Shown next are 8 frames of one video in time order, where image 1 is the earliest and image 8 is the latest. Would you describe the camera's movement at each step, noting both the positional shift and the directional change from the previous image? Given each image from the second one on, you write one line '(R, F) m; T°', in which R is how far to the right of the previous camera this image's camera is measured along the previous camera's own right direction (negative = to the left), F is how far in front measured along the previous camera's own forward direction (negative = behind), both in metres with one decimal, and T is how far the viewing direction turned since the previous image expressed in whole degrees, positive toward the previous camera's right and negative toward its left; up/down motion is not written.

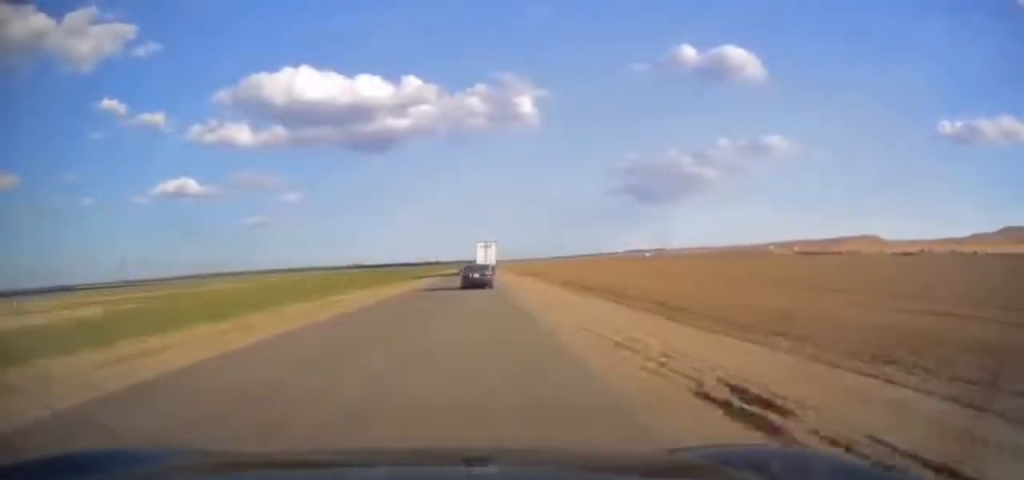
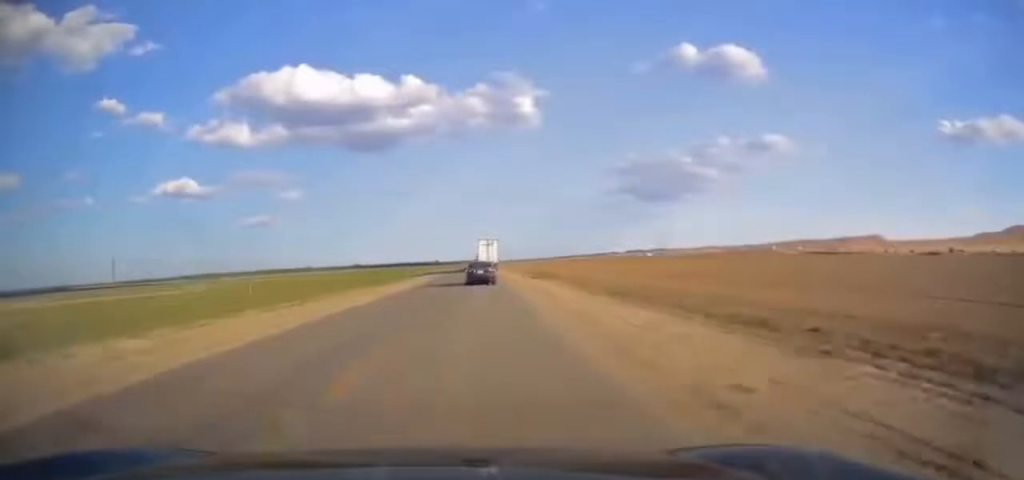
(+0.1, +24.2) m; 0°
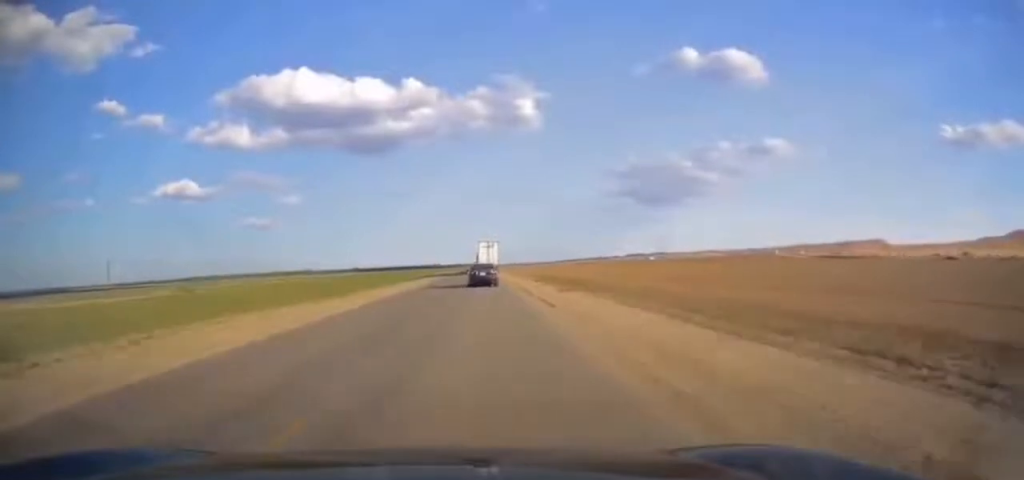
(+0.3, +13.1) m; 0°
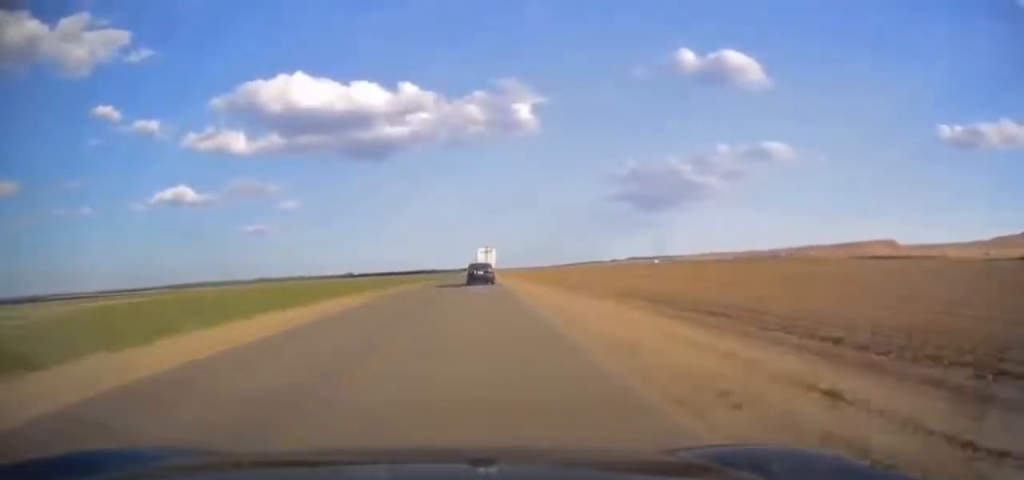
(-1.4, +62.9) m; -1°
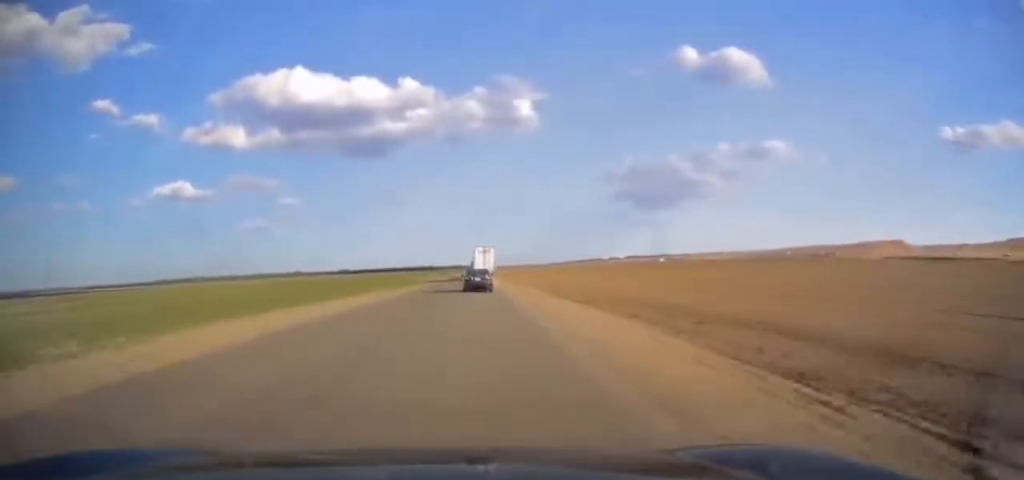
(+1.0, +47.5) m; +1°
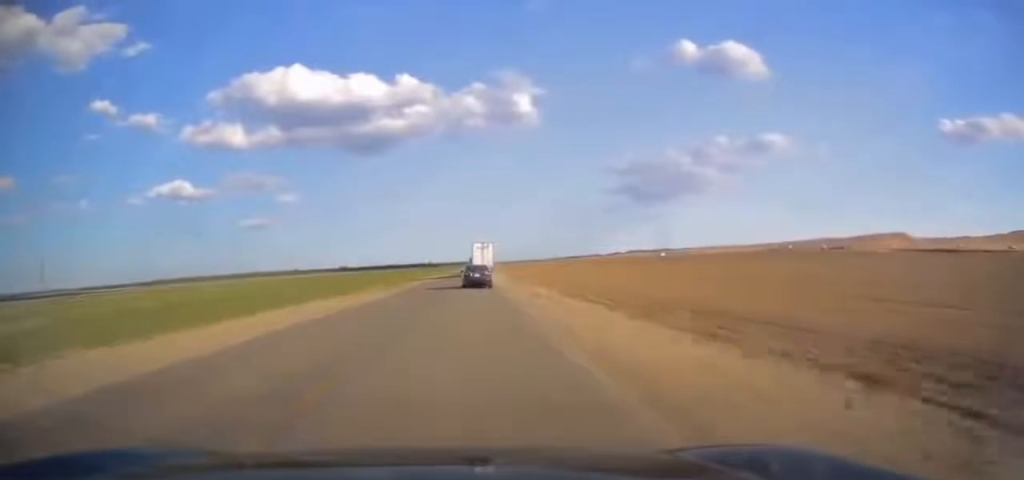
(-0.1, +13.8) m; -1°
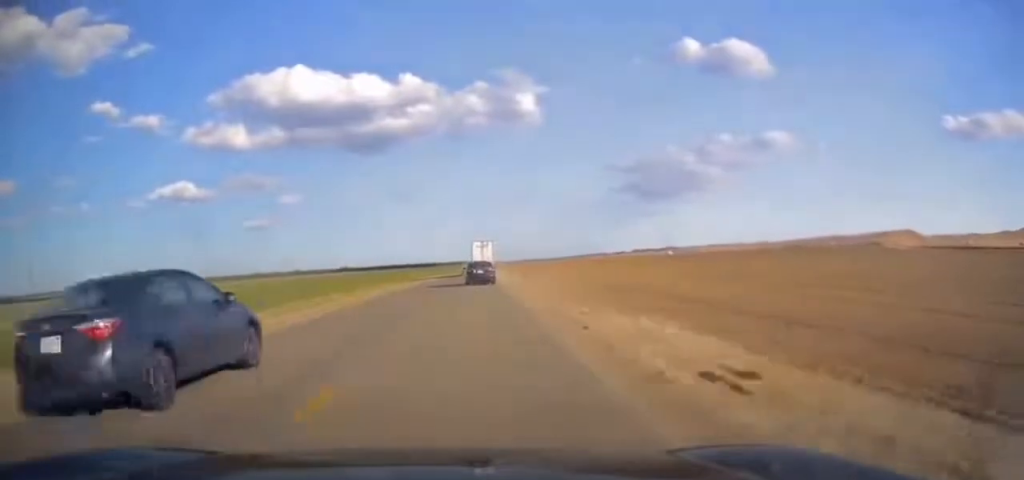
(-0.2, +22.2) m; -1°
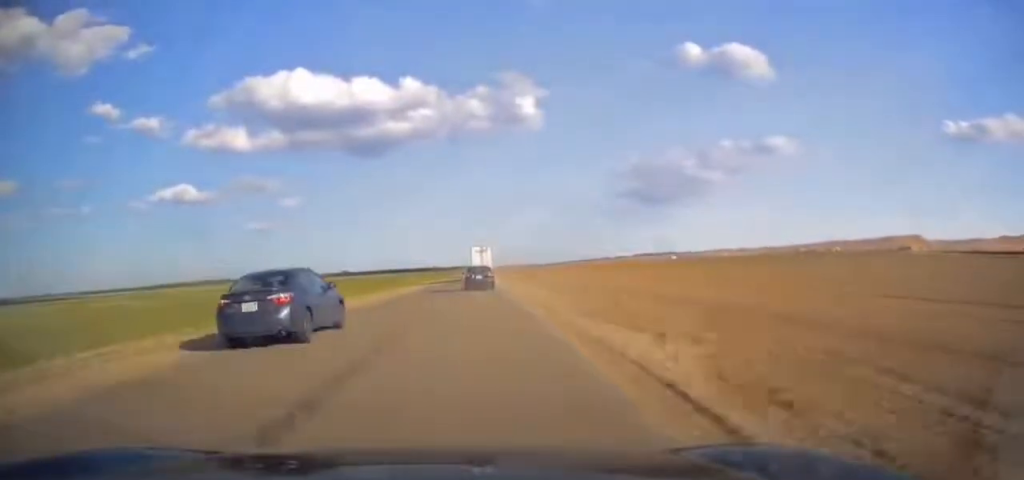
(-0.2, +22.3) m; -1°
